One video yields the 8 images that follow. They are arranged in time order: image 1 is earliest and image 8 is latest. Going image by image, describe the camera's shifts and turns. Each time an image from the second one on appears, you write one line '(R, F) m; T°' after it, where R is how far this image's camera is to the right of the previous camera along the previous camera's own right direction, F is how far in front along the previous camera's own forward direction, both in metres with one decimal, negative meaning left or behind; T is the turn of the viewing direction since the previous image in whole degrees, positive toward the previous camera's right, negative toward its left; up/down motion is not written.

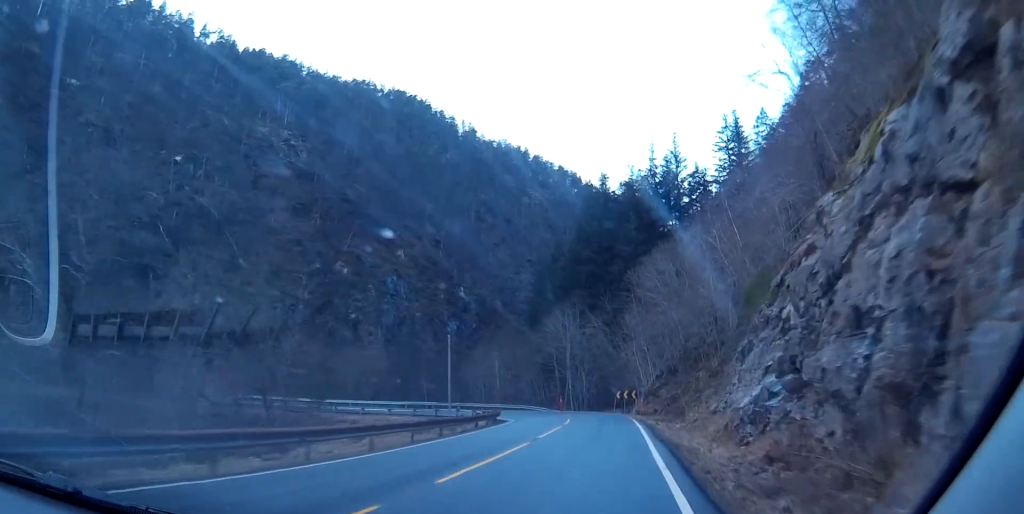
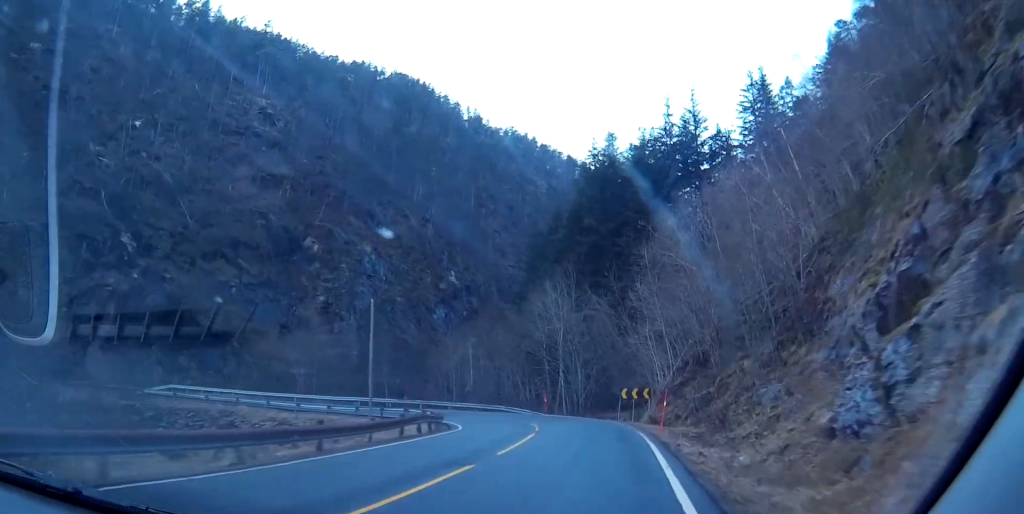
(-0.4, +20.9) m; -2°
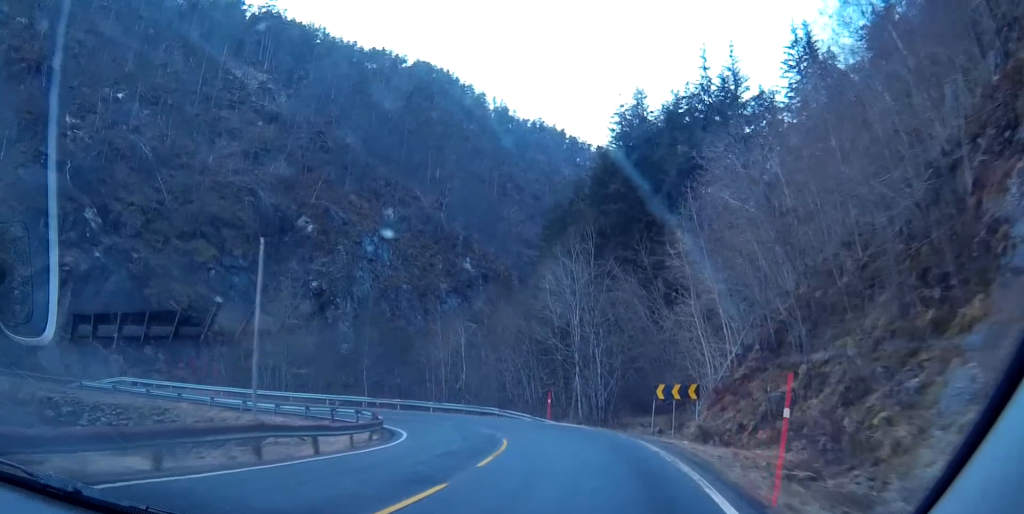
(-0.2, +17.1) m; -3°
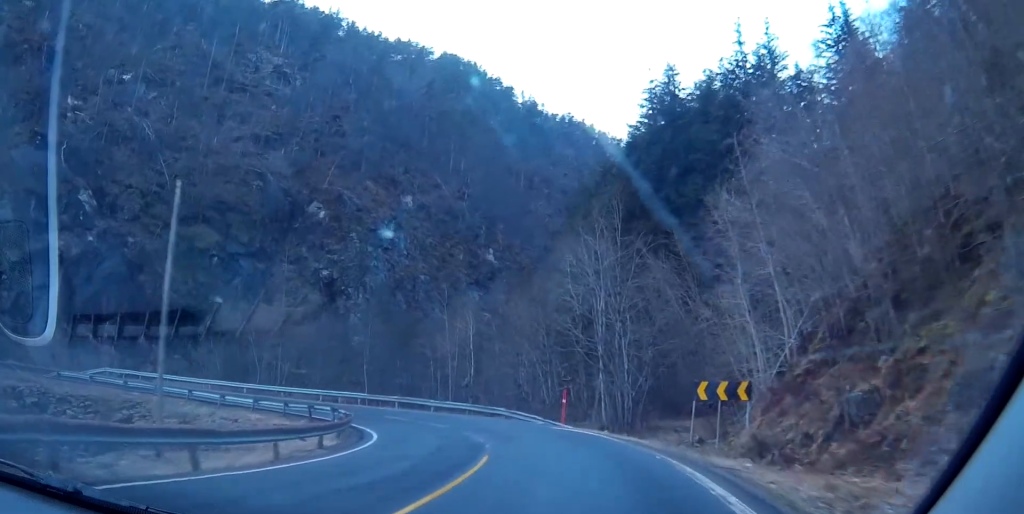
(+0.1, +8.0) m; -3°
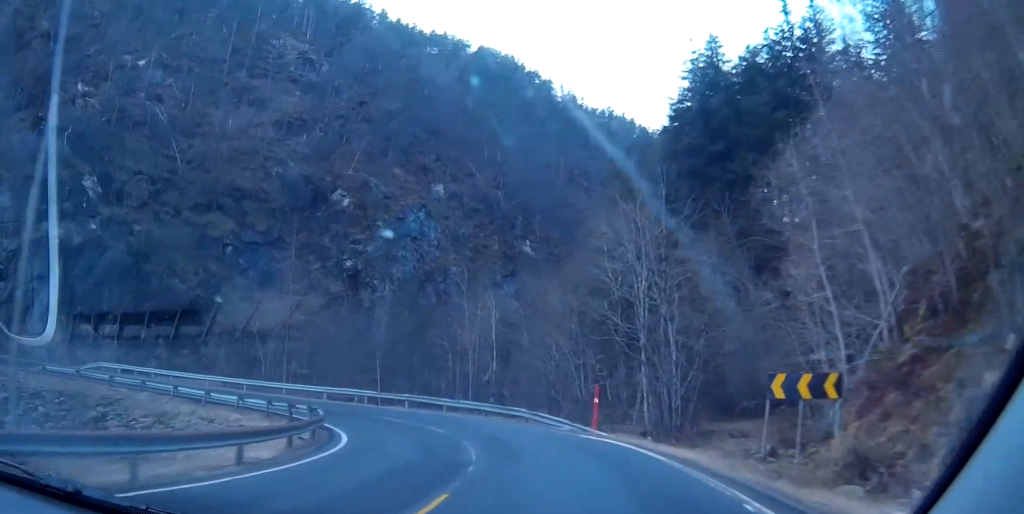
(-0.4, +7.7) m; -1°
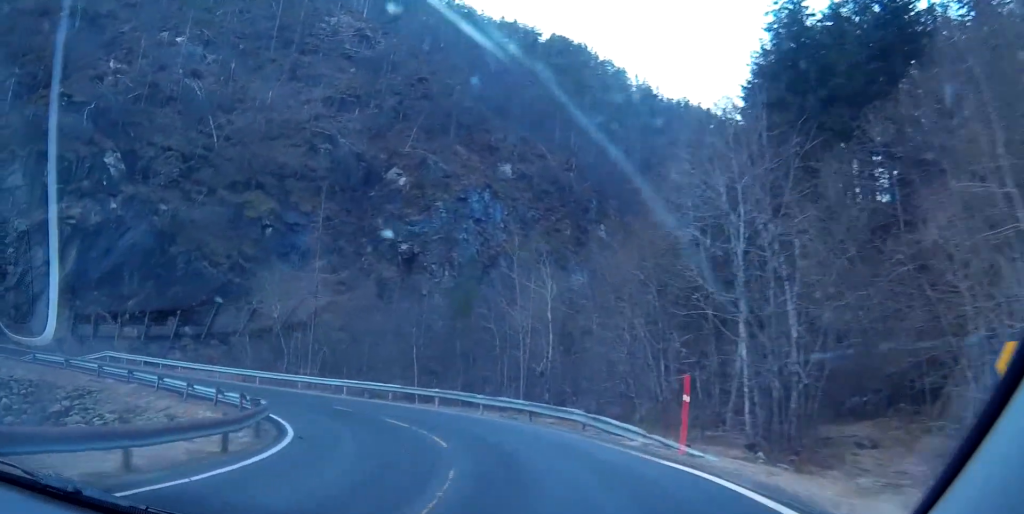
(-0.3, +10.0) m; -5°
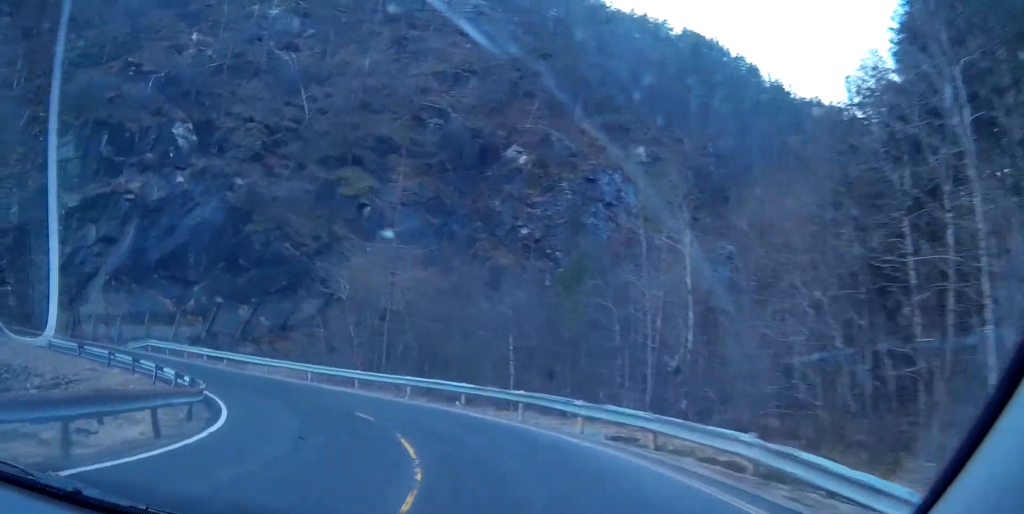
(-0.1, +9.4) m; -15°
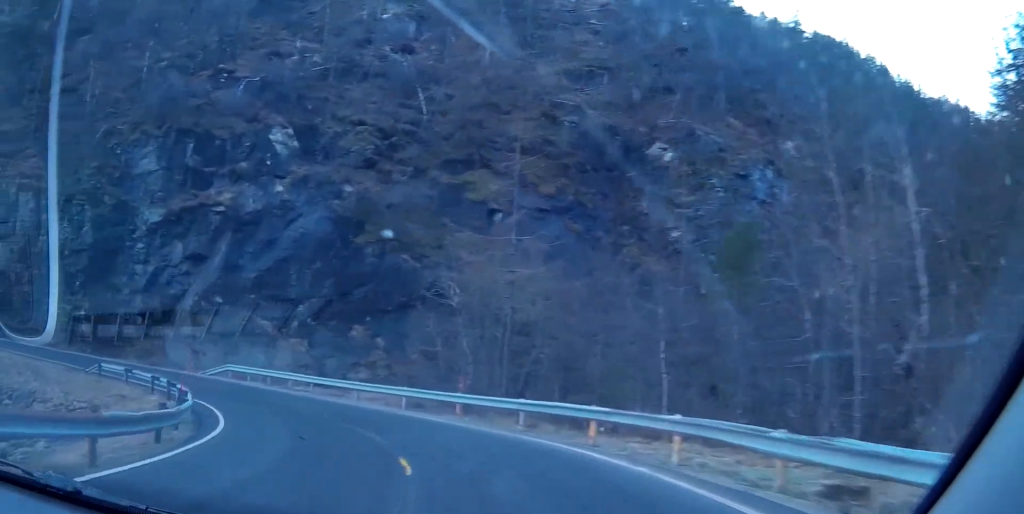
(-1.6, +7.6) m; -16°
